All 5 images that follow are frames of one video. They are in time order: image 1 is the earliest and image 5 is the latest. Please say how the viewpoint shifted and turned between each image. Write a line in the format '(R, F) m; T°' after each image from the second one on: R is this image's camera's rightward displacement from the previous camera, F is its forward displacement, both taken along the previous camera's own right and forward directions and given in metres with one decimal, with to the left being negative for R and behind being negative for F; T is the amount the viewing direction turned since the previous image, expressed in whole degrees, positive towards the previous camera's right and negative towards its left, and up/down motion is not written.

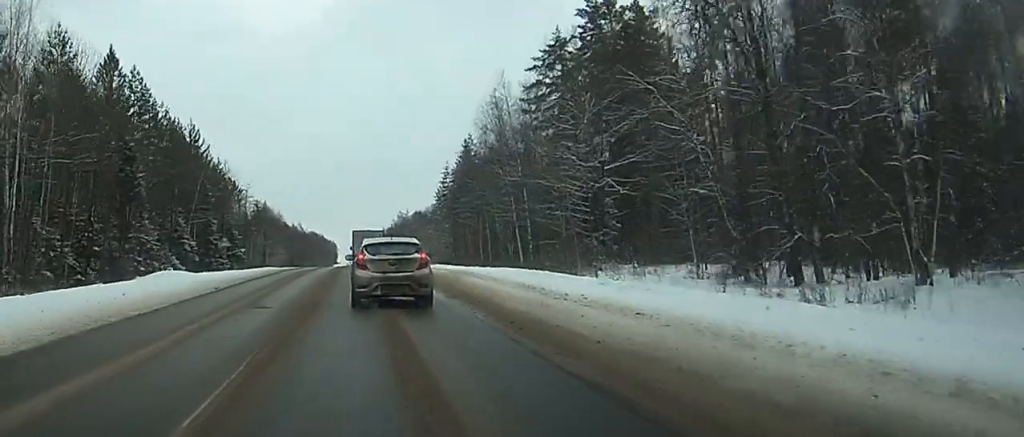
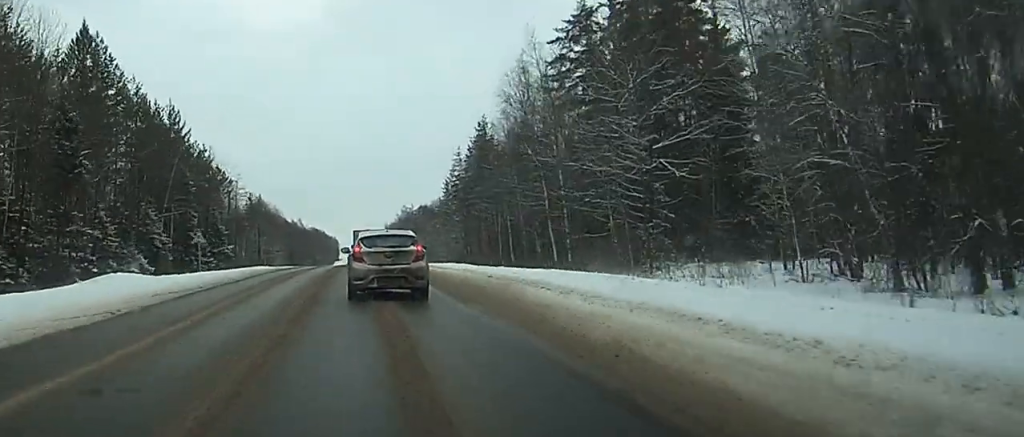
(0.0, +12.0) m; 0°
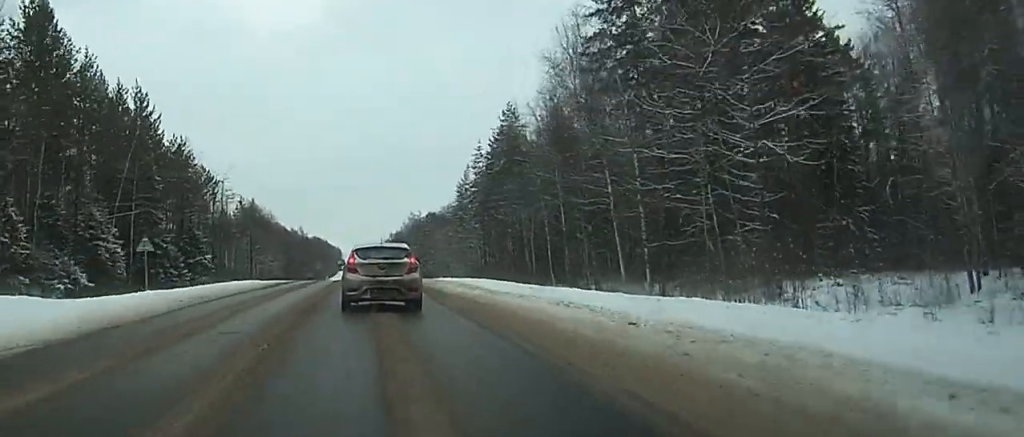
(+0.1, +14.9) m; 0°
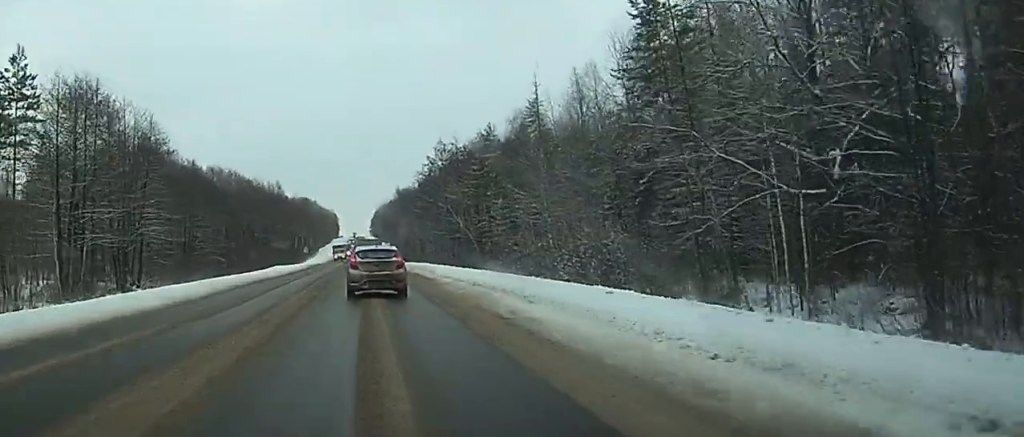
(-1.0, +81.7) m; -1°
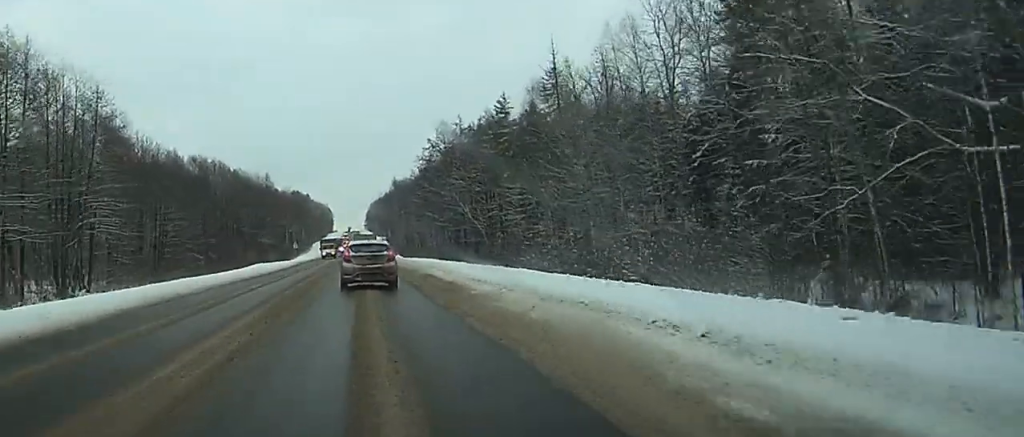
(0.0, +11.2) m; 0°
